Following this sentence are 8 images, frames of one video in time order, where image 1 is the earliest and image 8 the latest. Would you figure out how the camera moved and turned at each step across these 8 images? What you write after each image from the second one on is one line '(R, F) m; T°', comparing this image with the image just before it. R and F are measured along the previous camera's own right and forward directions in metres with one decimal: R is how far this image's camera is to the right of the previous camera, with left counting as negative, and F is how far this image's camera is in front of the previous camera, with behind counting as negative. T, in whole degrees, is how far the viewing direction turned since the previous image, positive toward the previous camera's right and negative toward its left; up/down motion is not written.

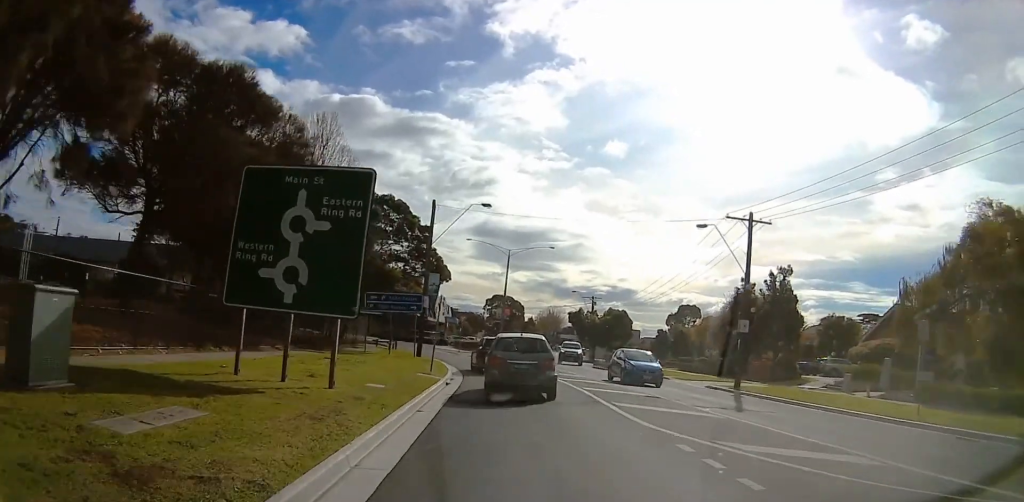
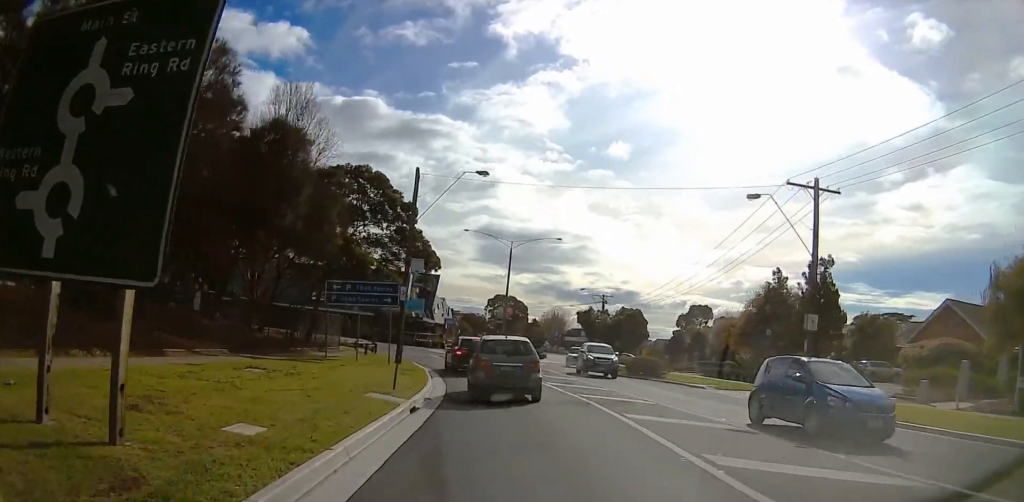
(0.0, +6.9) m; -1°
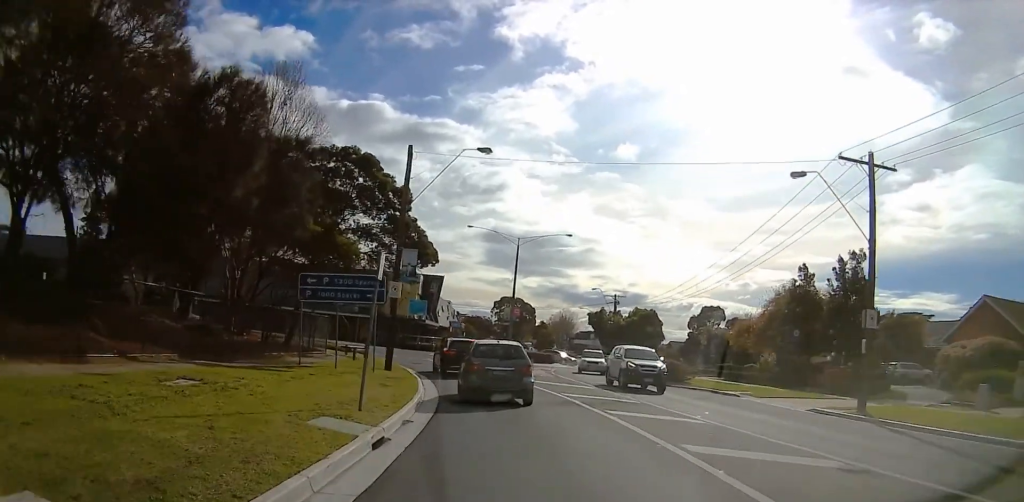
(0.0, +4.2) m; -1°
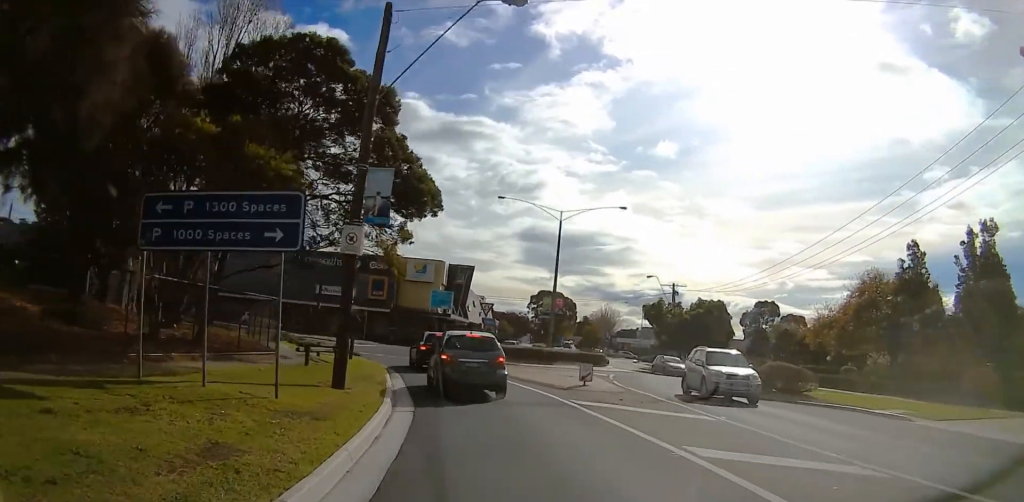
(-0.5, +11.8) m; -4°
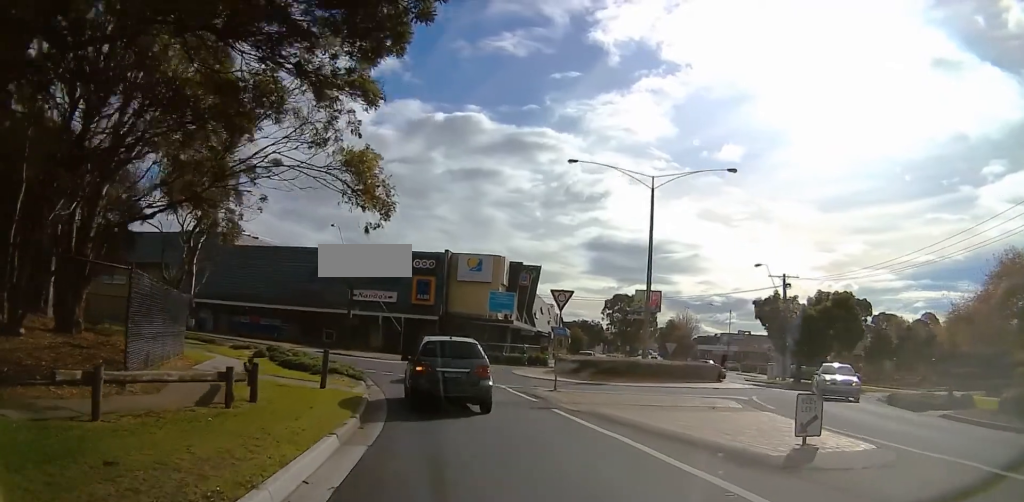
(+1.7, +12.4) m; 0°
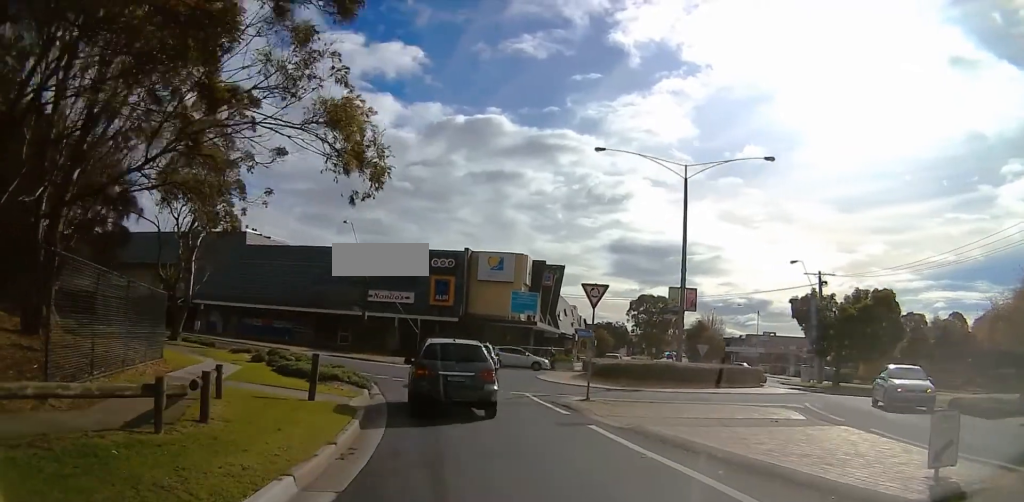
(+0.7, +2.9) m; -6°
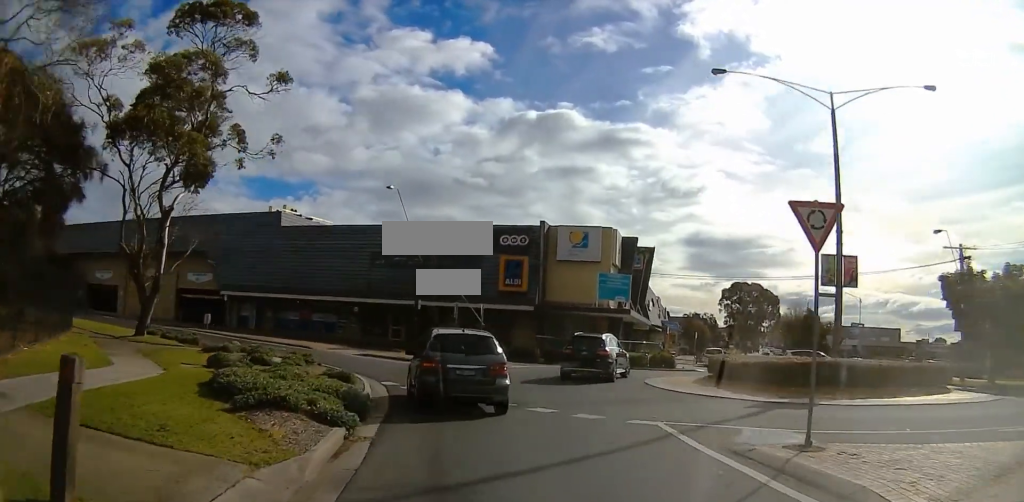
(-3.2, +9.0) m; -12°
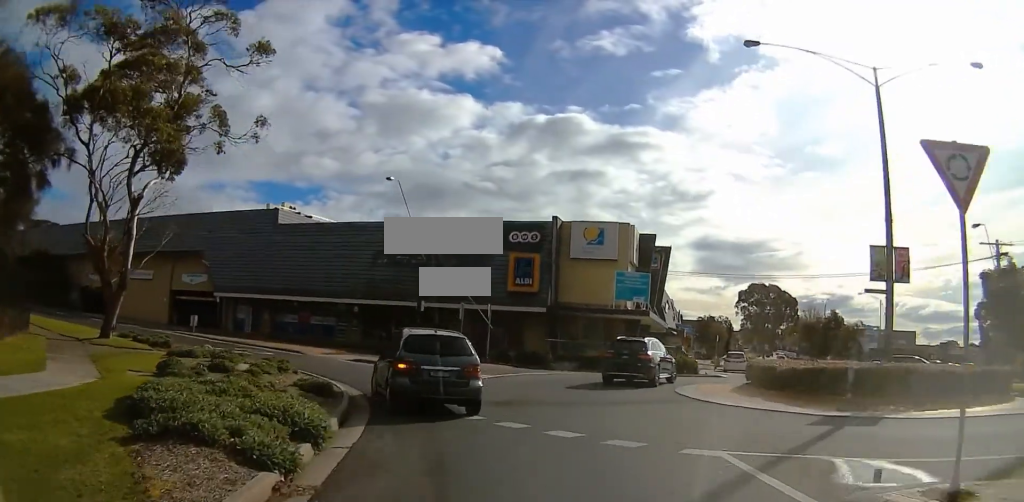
(+0.5, +3.6) m; +3°
